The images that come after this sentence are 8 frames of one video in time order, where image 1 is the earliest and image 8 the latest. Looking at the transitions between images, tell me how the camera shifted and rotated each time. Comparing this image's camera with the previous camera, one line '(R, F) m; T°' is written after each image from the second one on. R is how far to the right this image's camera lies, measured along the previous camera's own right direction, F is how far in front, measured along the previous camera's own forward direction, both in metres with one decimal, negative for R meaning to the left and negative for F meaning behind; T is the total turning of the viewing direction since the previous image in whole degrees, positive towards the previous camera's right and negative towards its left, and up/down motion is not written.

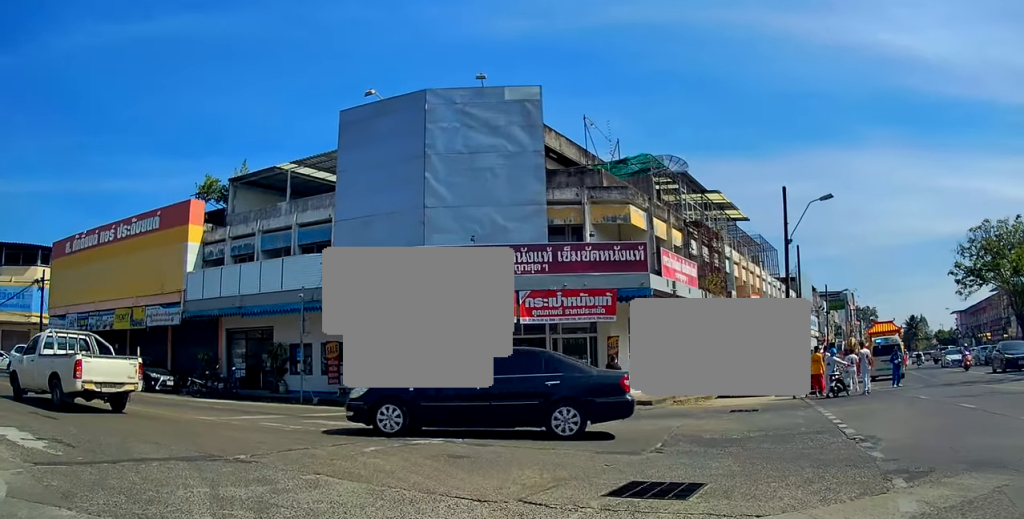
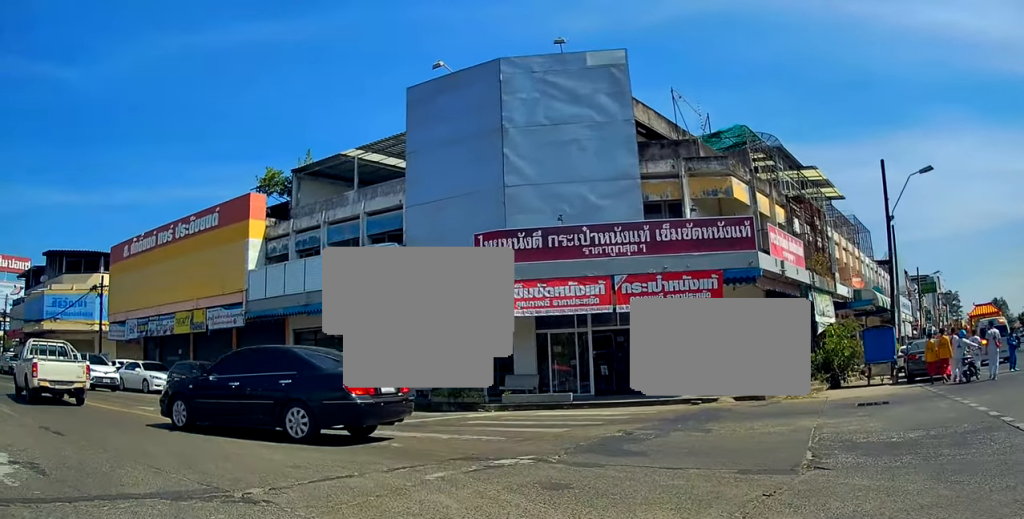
(-0.3, +2.8) m; -4°
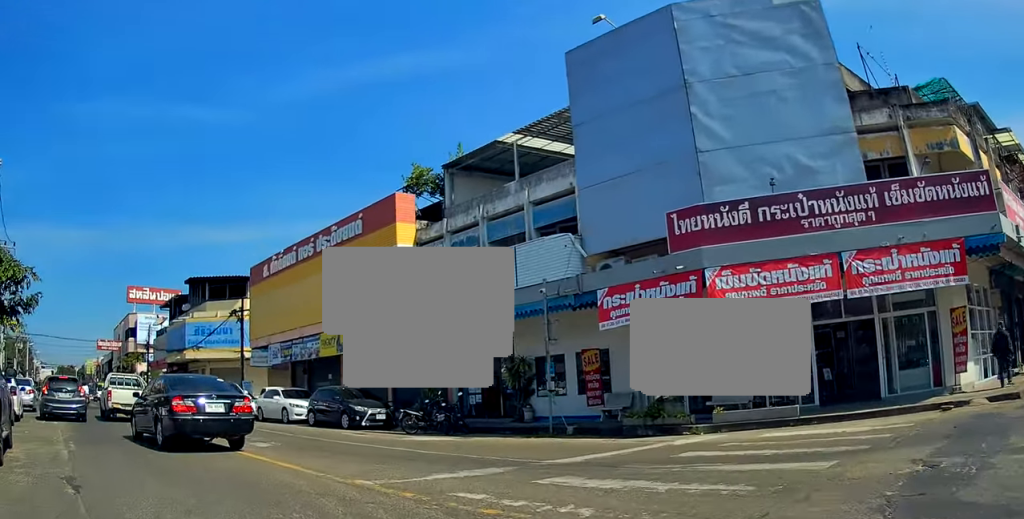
(+0.1, +3.9) m; -2°
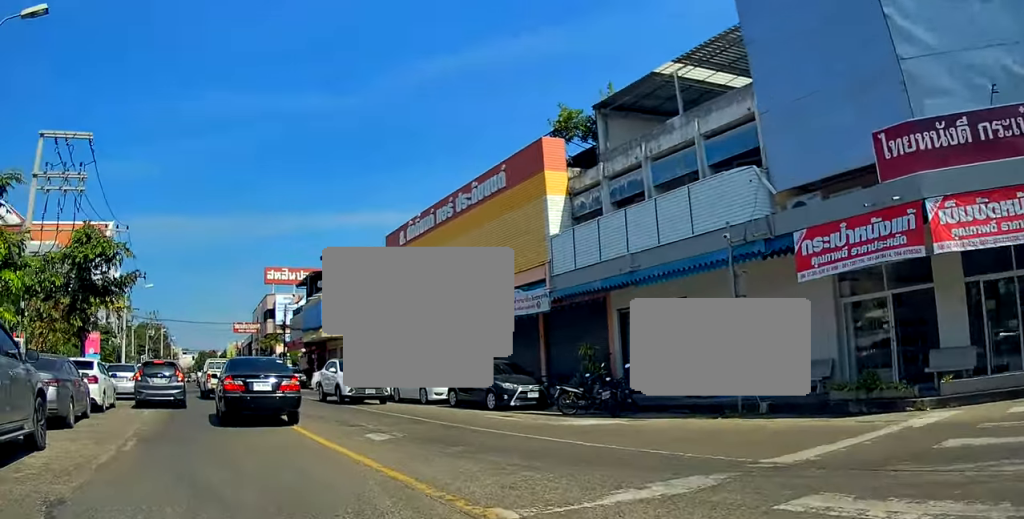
(-0.1, +2.7) m; -8°
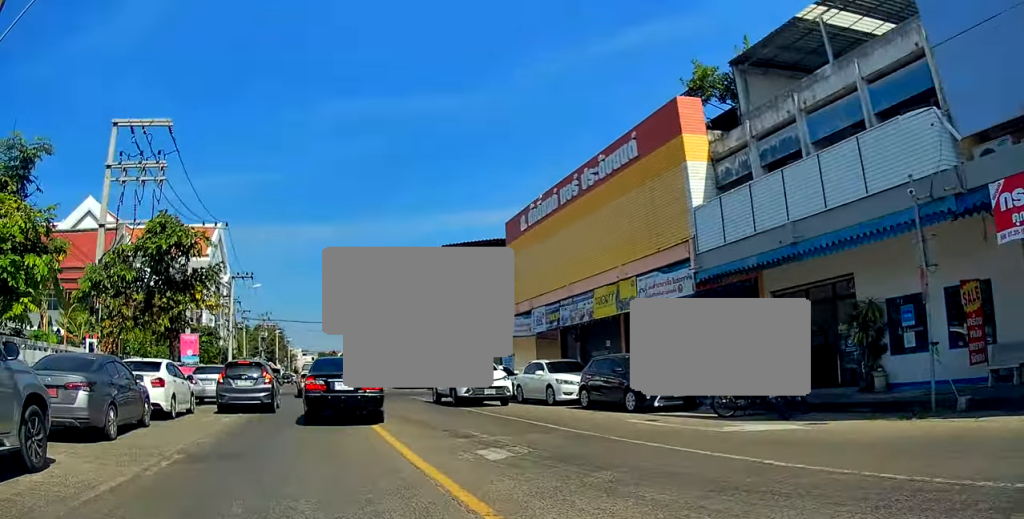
(0.0, +2.2) m; -10°
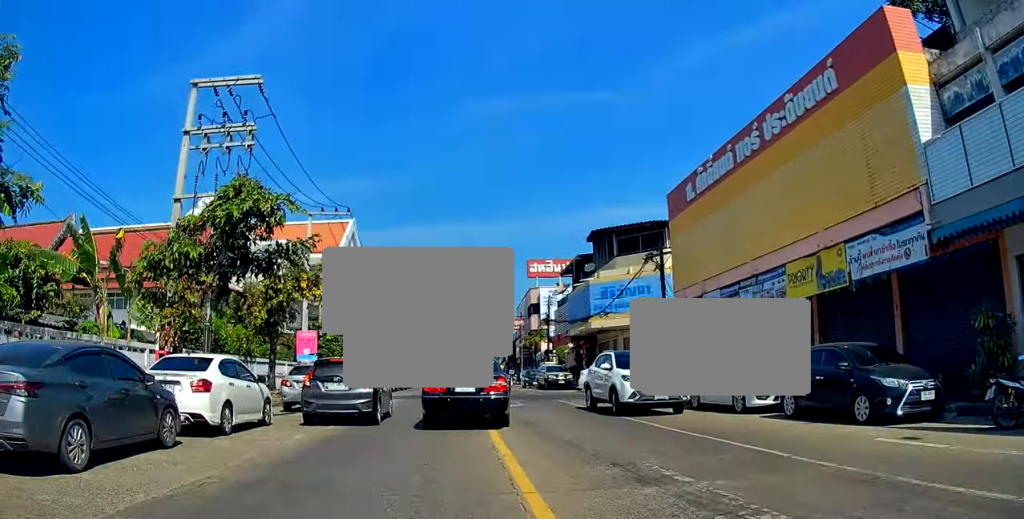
(-0.6, +3.4) m; -18°
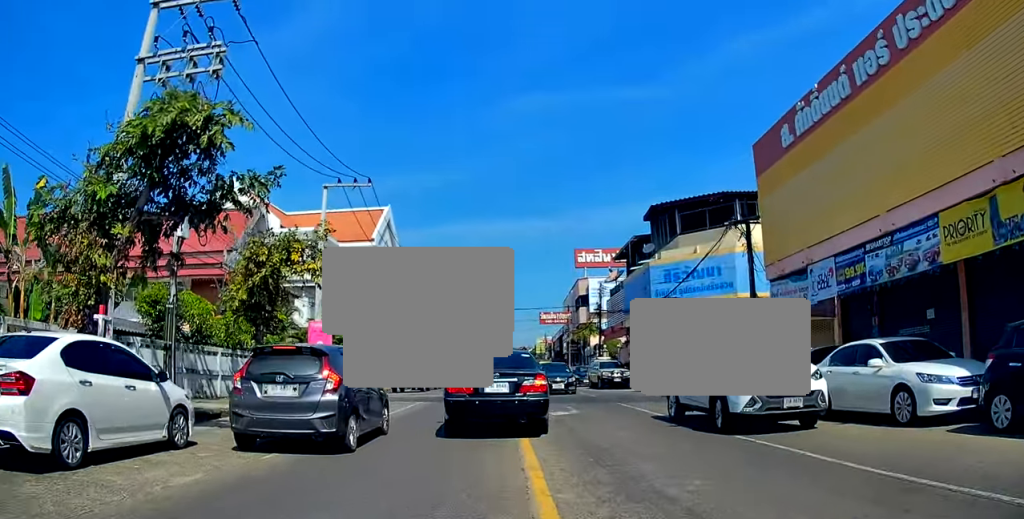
(-0.6, +4.7) m; -8°
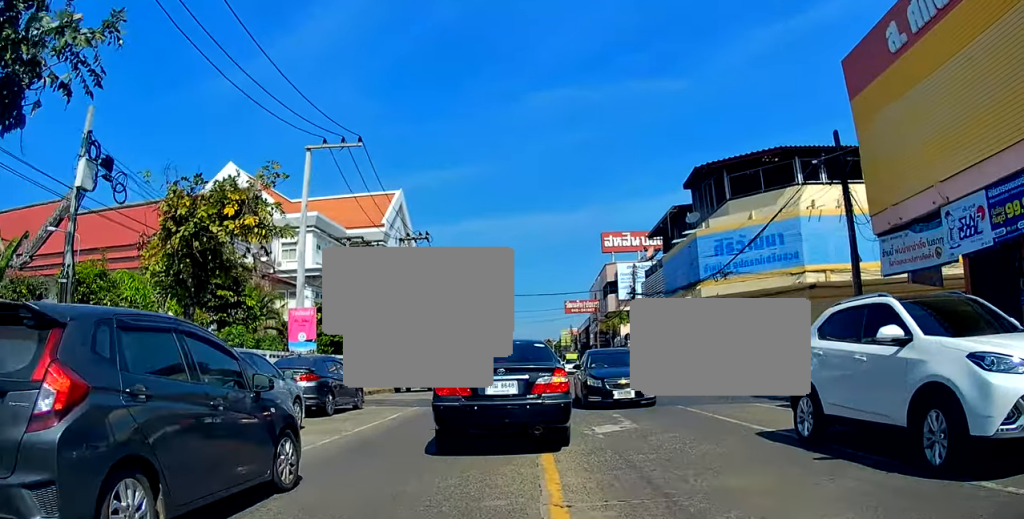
(-0.1, +5.8) m; -3°
